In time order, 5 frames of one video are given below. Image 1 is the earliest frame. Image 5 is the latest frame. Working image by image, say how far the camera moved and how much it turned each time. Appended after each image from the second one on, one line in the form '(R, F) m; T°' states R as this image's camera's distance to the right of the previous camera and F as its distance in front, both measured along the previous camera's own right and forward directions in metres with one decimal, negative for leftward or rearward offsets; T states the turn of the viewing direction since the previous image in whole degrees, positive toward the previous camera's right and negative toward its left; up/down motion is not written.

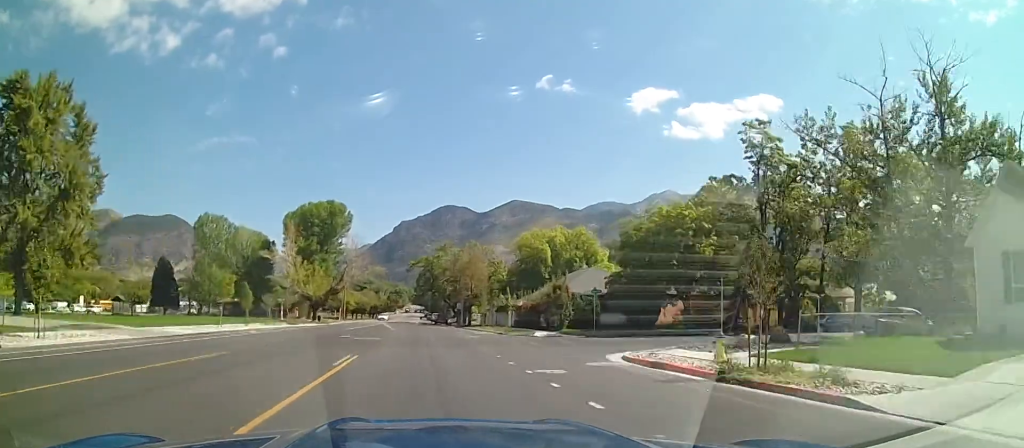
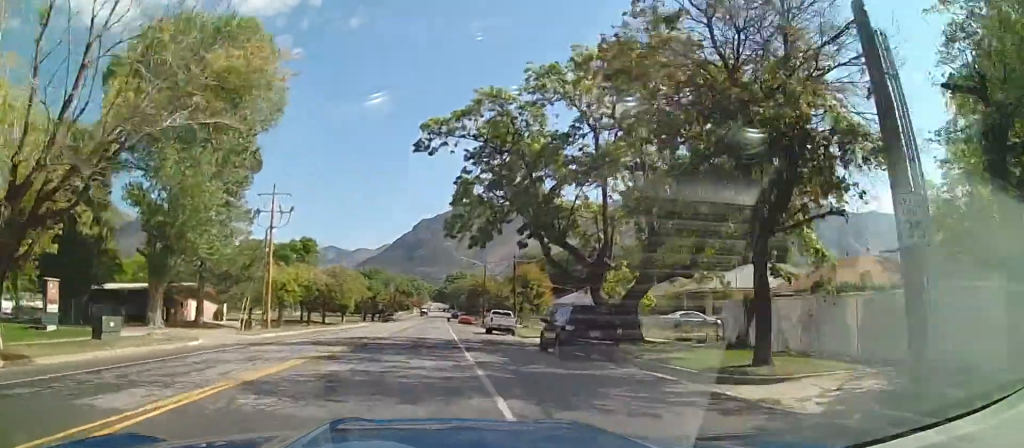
(+3.4, +66.3) m; +3°
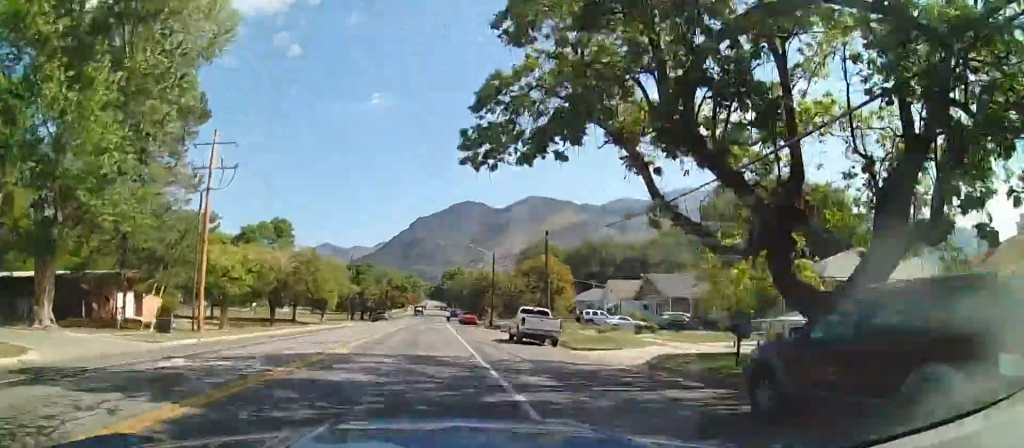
(0.0, +14.1) m; 0°
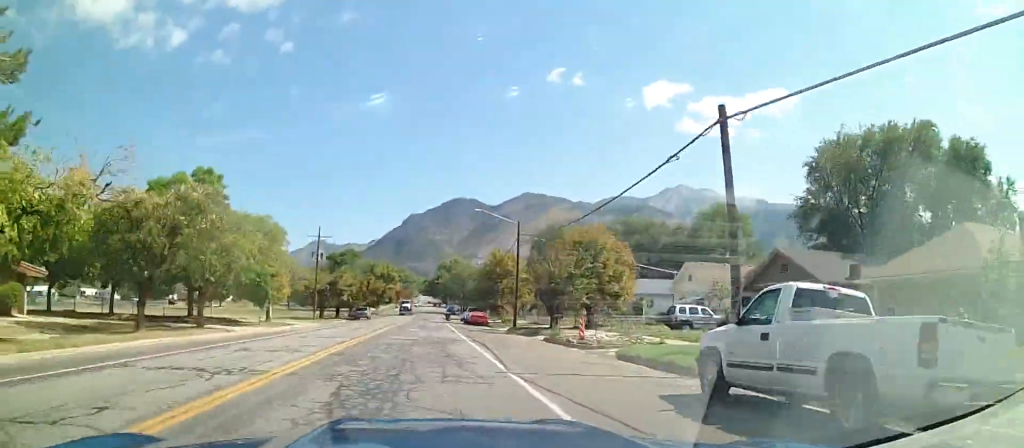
(0.0, +24.0) m; +1°
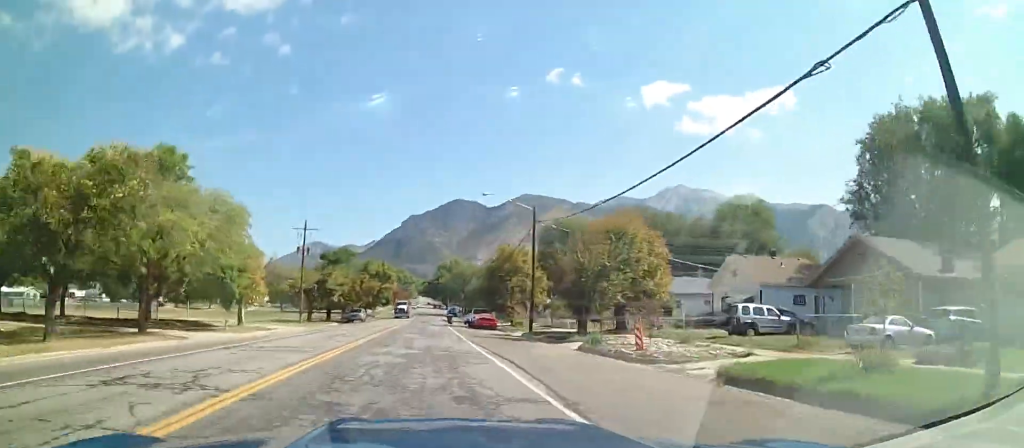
(-0.1, +8.1) m; +1°
